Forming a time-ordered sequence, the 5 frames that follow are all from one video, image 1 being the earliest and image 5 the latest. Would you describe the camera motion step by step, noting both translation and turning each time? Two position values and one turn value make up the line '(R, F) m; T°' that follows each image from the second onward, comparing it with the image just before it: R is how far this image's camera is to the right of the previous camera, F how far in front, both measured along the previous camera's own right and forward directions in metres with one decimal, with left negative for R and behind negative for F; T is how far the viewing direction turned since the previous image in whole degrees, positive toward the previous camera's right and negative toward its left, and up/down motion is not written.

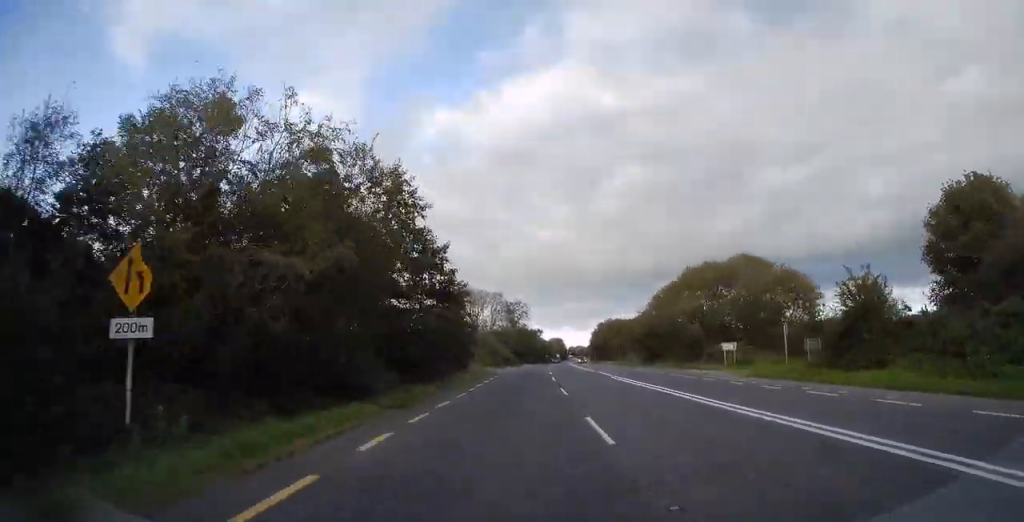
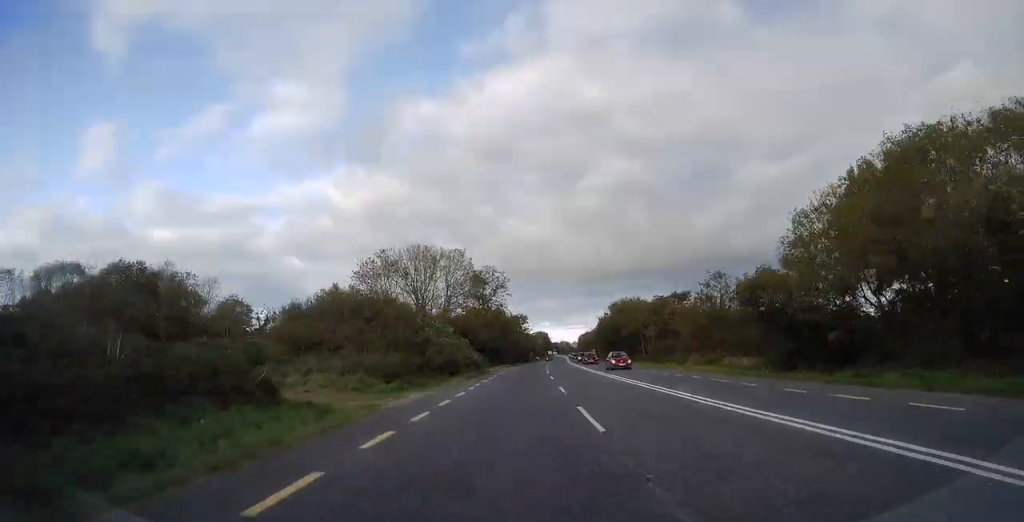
(+0.7, +44.3) m; +2°
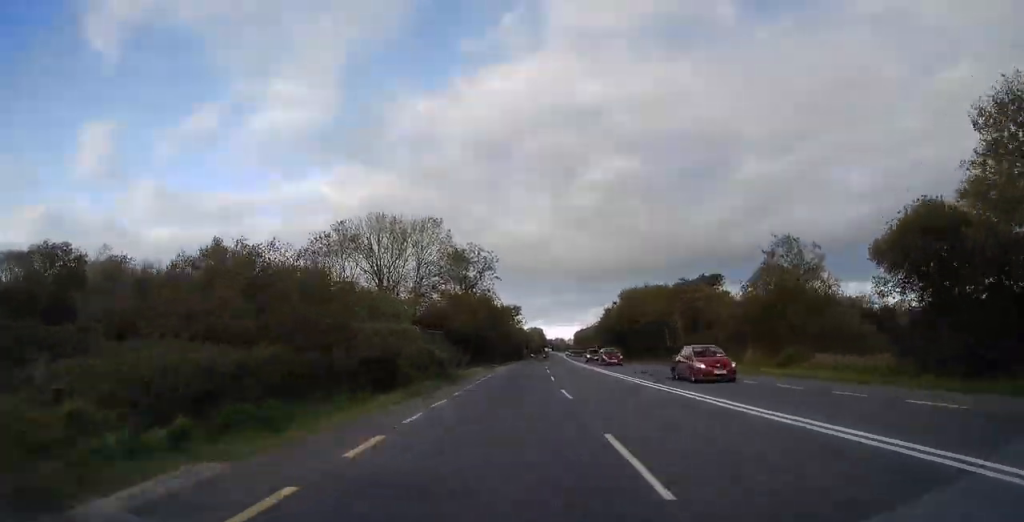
(+0.2, +15.7) m; 0°
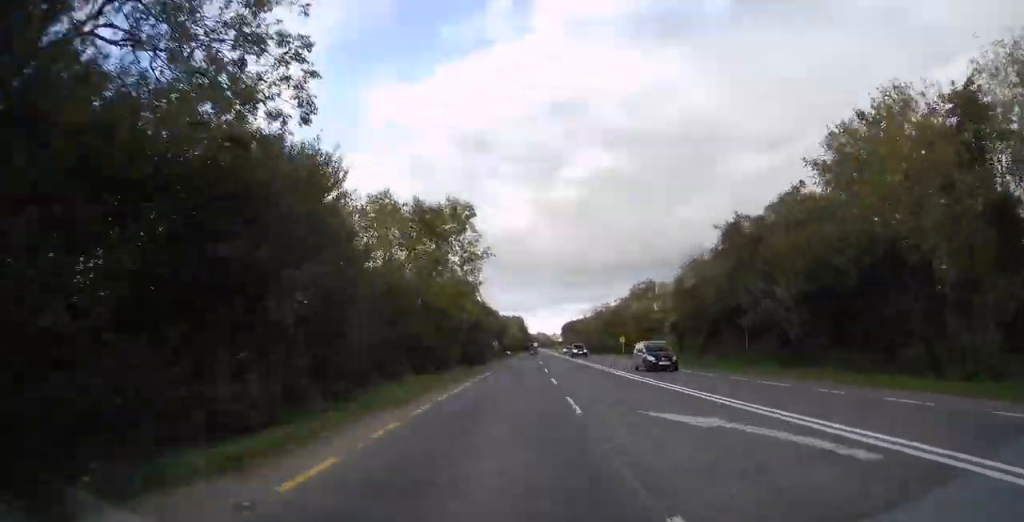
(+0.2, +61.7) m; +1°
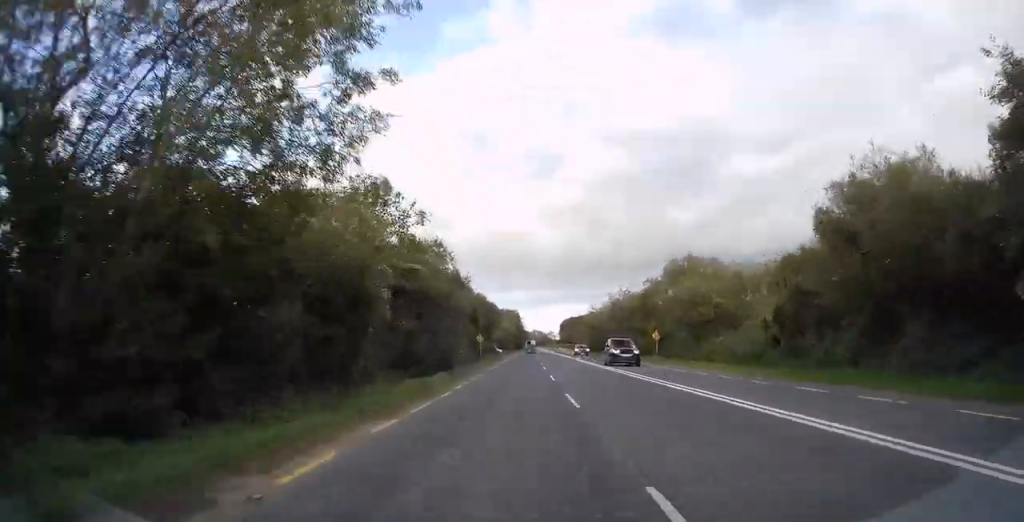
(+0.2, +22.6) m; +1°
